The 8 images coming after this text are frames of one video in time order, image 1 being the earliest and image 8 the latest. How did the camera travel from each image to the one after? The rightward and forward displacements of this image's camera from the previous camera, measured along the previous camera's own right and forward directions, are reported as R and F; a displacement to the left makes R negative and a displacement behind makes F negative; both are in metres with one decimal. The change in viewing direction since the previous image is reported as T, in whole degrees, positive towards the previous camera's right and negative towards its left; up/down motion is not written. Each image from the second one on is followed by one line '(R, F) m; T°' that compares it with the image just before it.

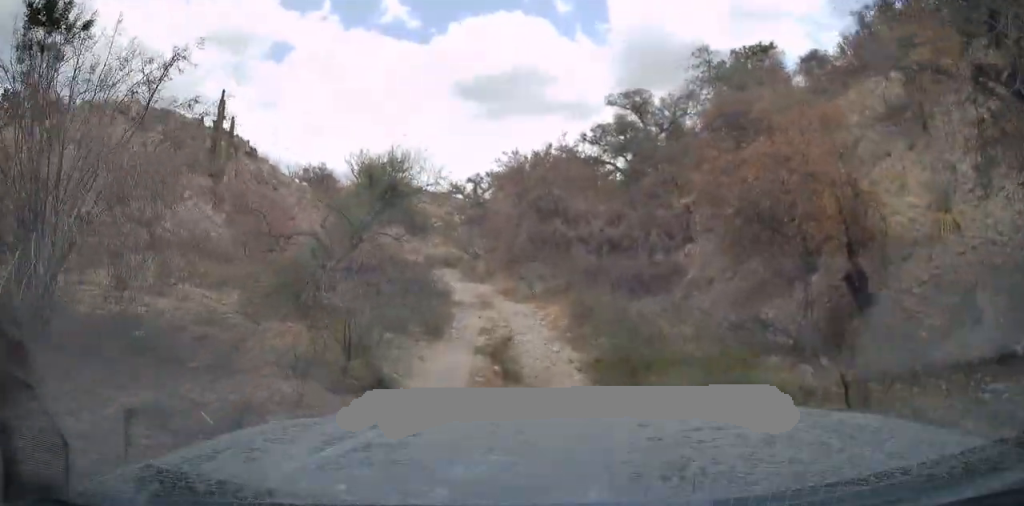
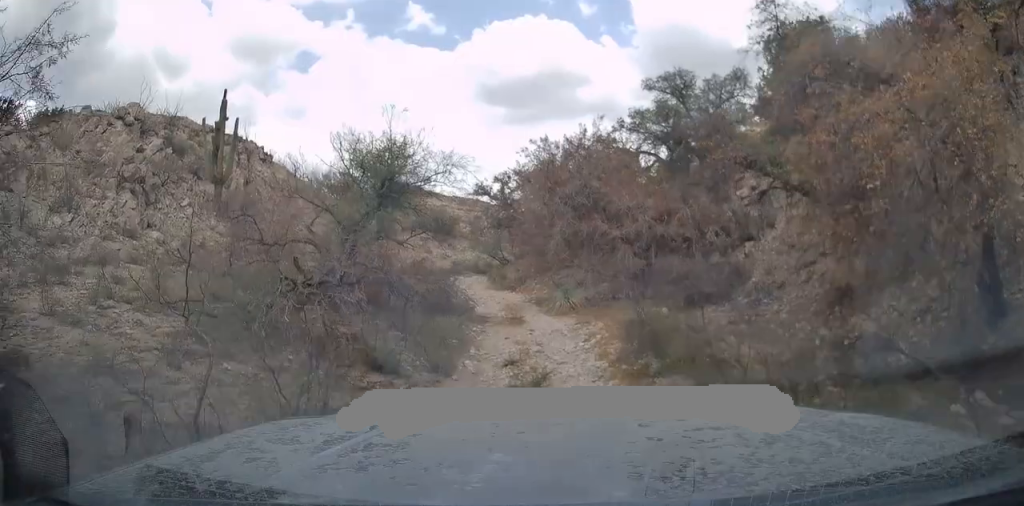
(+0.4, +3.8) m; +6°
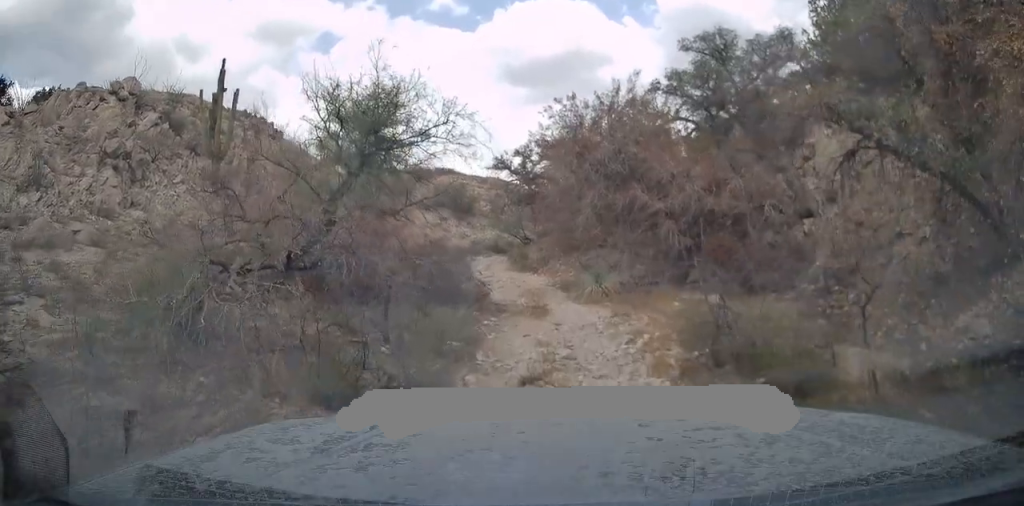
(0.0, +3.2) m; -1°
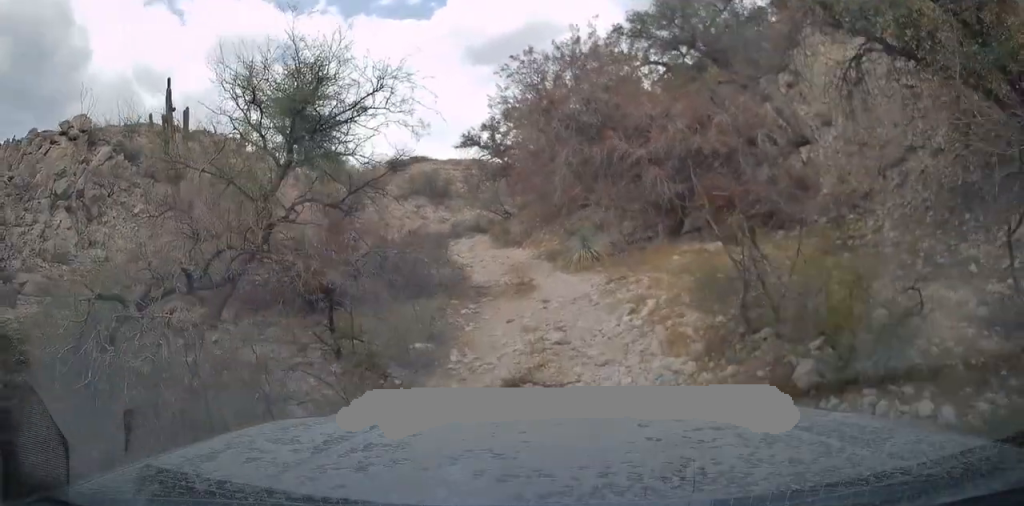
(0.0, +1.7) m; -4°
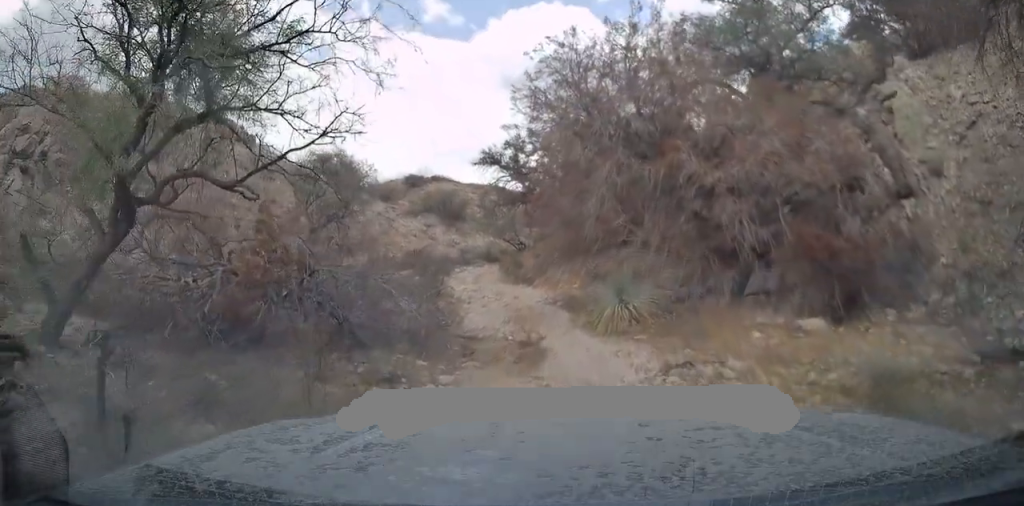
(-0.5, +4.3) m; -3°
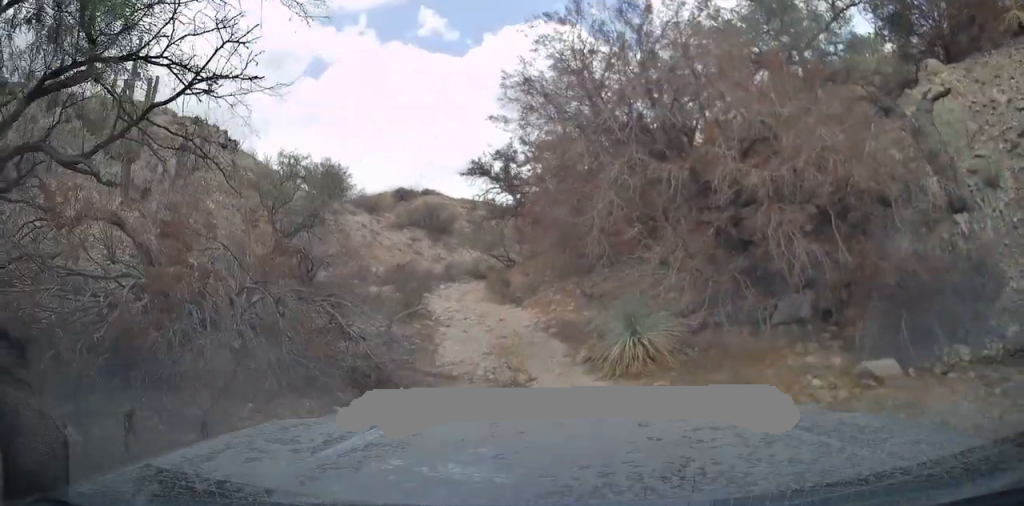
(+0.3, +2.3) m; +3°
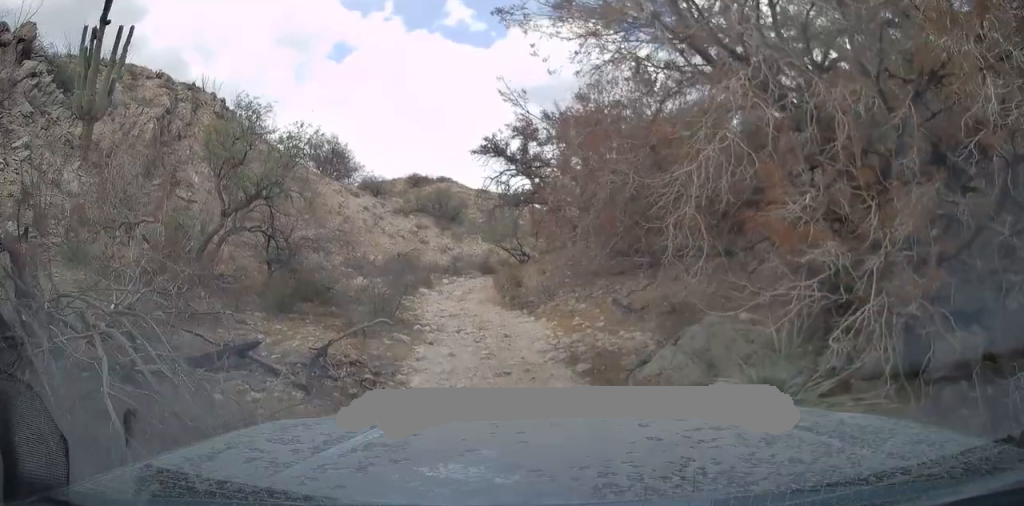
(-0.2, +5.1) m; -3°
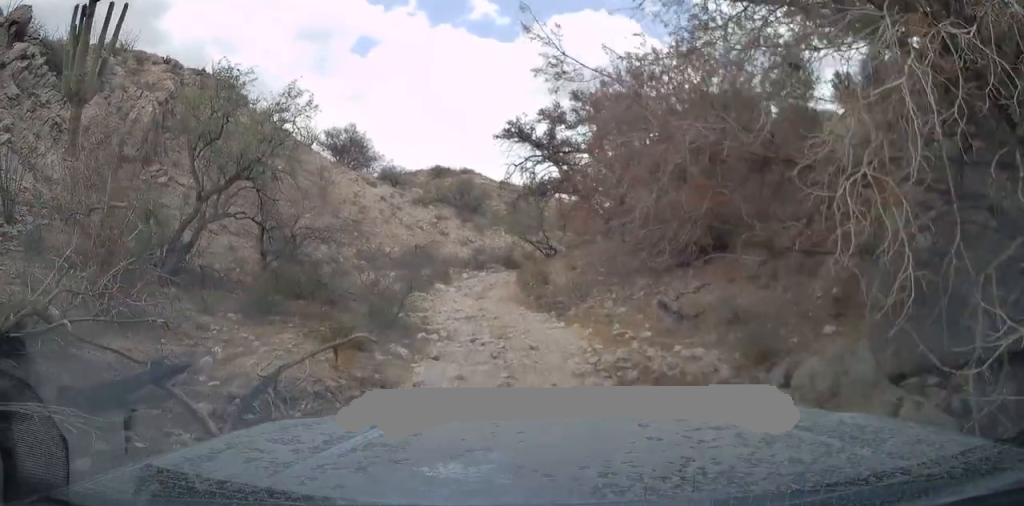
(0.0, +2.6) m; -2°
